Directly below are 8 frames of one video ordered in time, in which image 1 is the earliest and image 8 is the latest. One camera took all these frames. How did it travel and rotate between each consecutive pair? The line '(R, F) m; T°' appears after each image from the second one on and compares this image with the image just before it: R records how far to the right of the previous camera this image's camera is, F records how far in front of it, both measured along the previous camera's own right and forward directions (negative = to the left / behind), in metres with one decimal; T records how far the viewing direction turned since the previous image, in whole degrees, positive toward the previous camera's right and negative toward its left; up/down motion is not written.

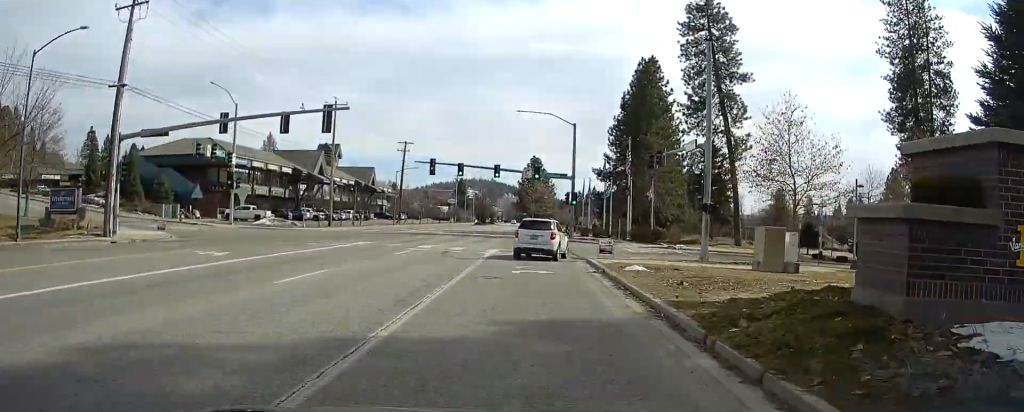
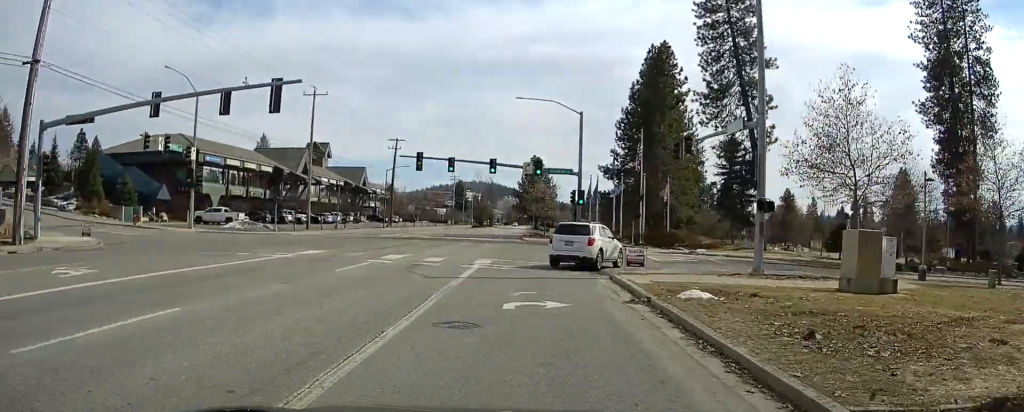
(-0.1, +7.7) m; +1°
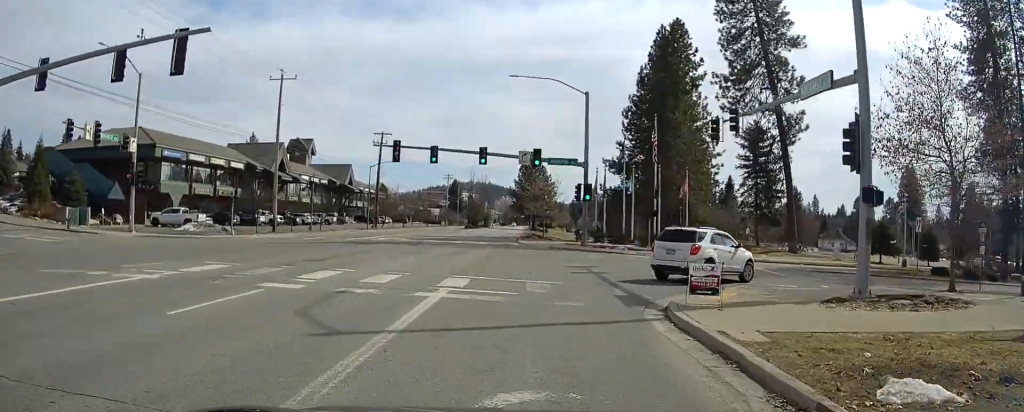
(-0.3, +8.1) m; +6°
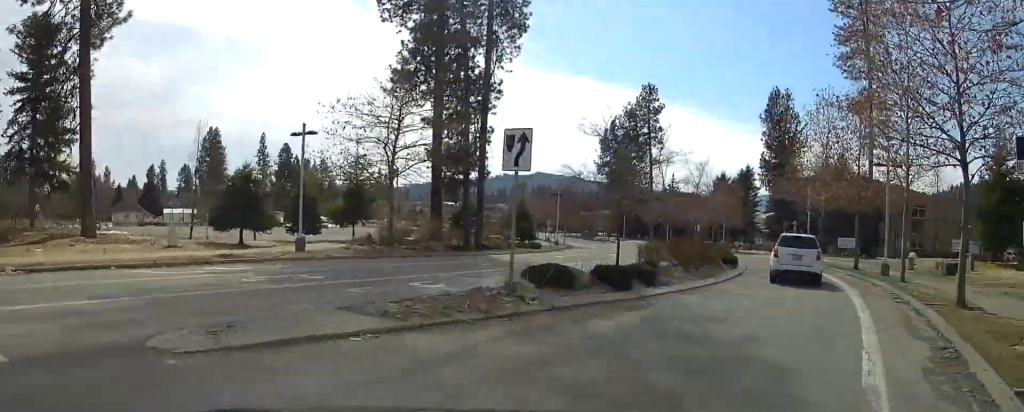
(+12.1, +21.6) m; +70°
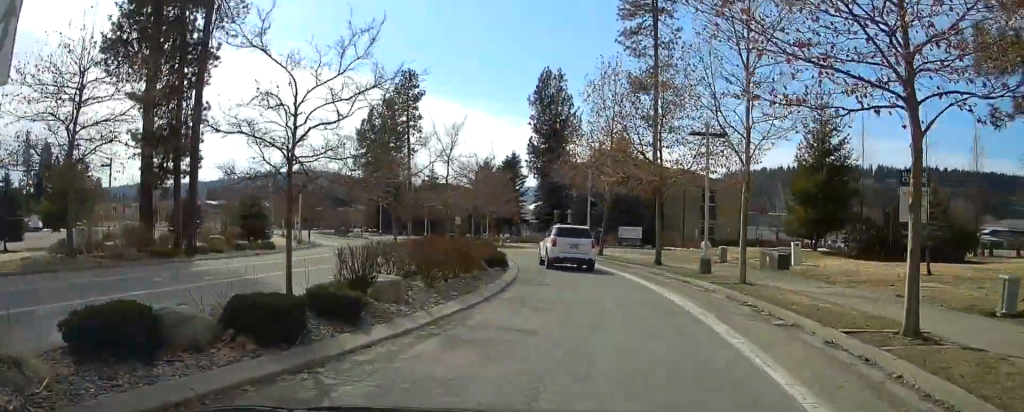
(+1.6, +7.7) m; +9°
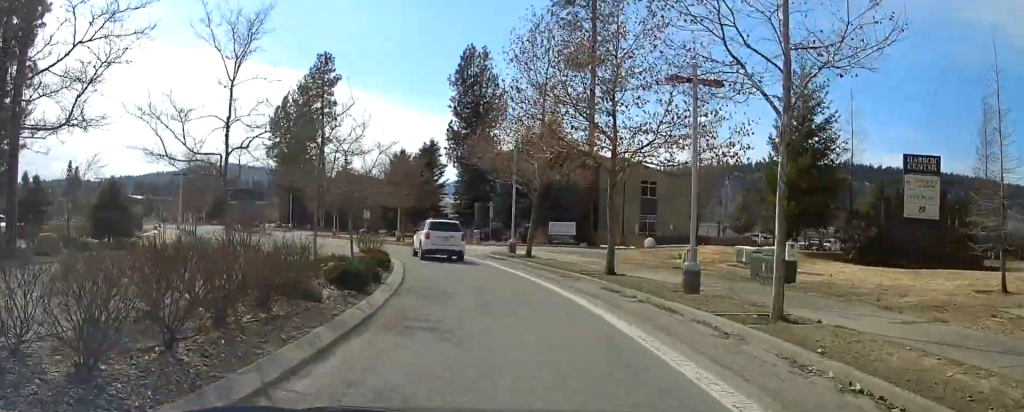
(+1.0, +8.7) m; +2°
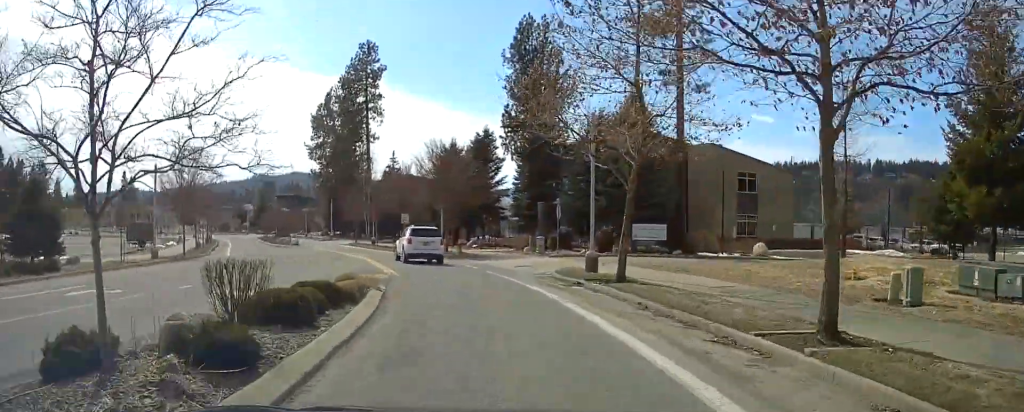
(-1.0, +12.6) m; -8°
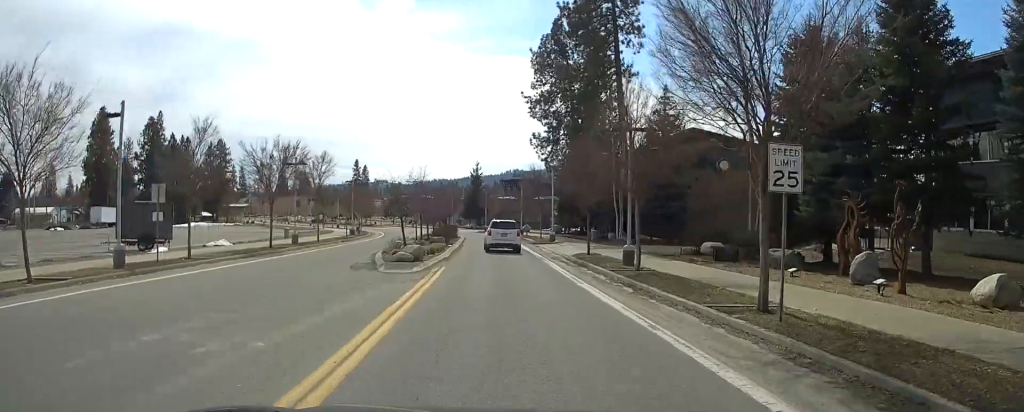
(-9.1, +42.8) m; -18°
